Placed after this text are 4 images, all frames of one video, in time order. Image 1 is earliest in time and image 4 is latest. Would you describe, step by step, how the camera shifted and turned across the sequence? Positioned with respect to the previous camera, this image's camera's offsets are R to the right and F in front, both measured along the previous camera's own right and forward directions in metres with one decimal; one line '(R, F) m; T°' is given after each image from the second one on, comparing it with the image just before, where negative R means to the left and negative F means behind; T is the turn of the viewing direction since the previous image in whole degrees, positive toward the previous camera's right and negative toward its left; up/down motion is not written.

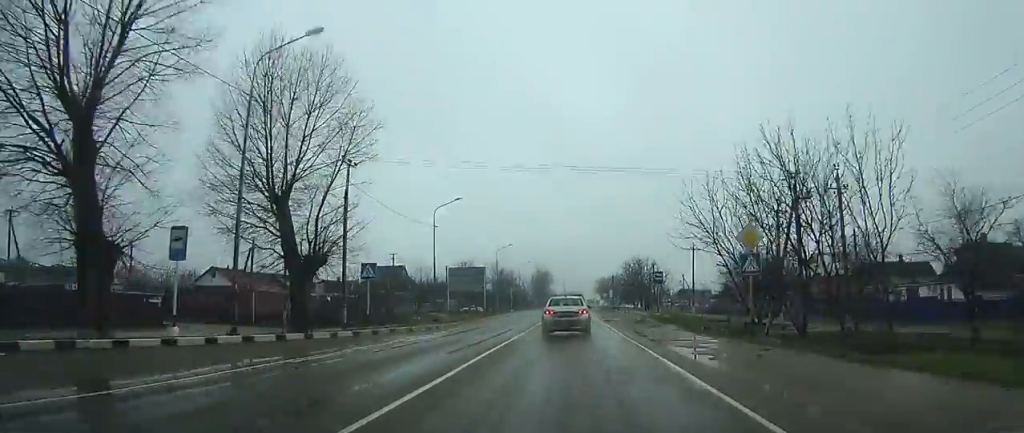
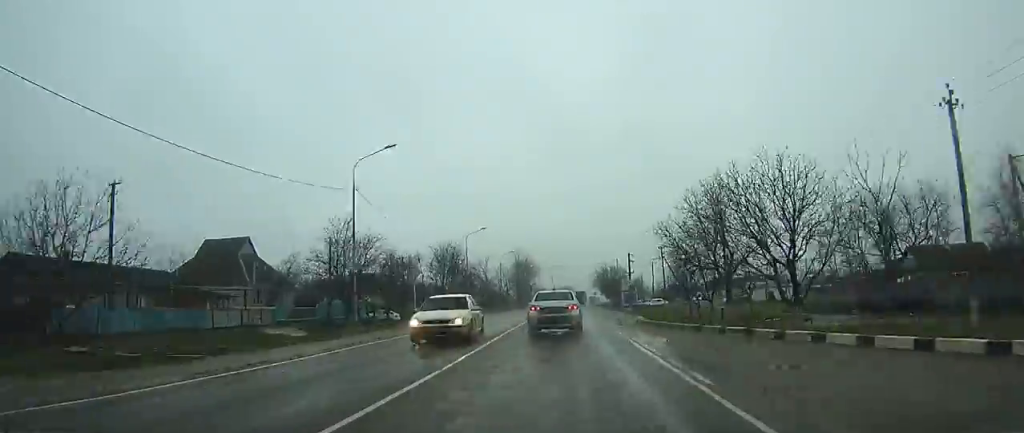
(+0.3, +54.3) m; +1°
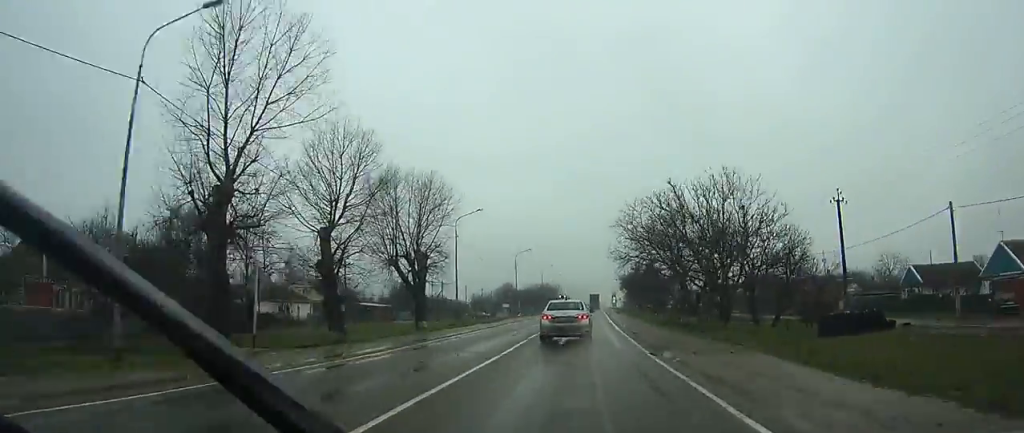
(+0.9, +126.0) m; +2°
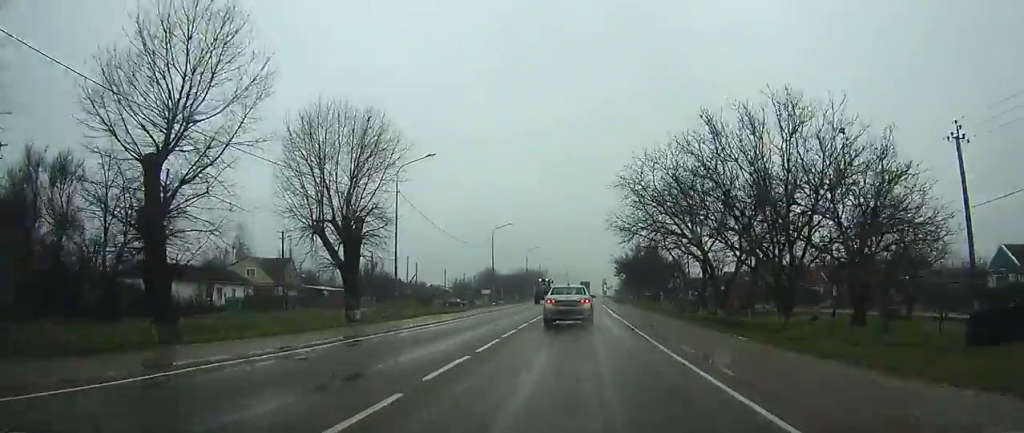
(+0.1, +15.4) m; +1°
